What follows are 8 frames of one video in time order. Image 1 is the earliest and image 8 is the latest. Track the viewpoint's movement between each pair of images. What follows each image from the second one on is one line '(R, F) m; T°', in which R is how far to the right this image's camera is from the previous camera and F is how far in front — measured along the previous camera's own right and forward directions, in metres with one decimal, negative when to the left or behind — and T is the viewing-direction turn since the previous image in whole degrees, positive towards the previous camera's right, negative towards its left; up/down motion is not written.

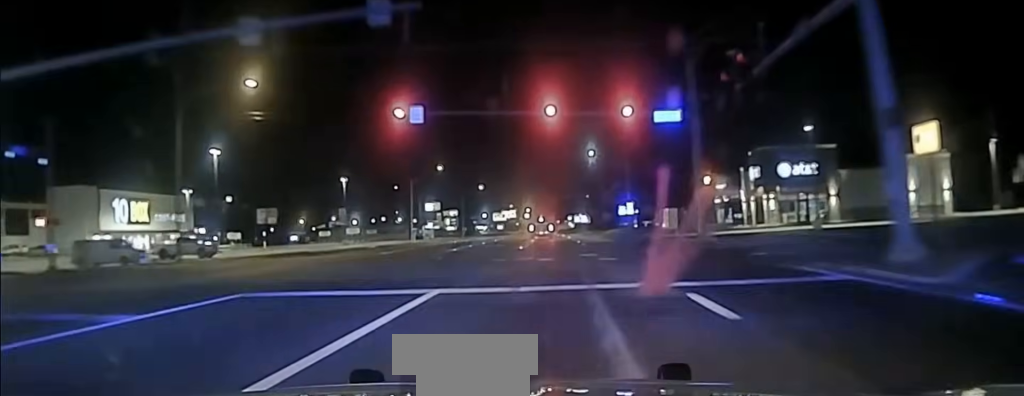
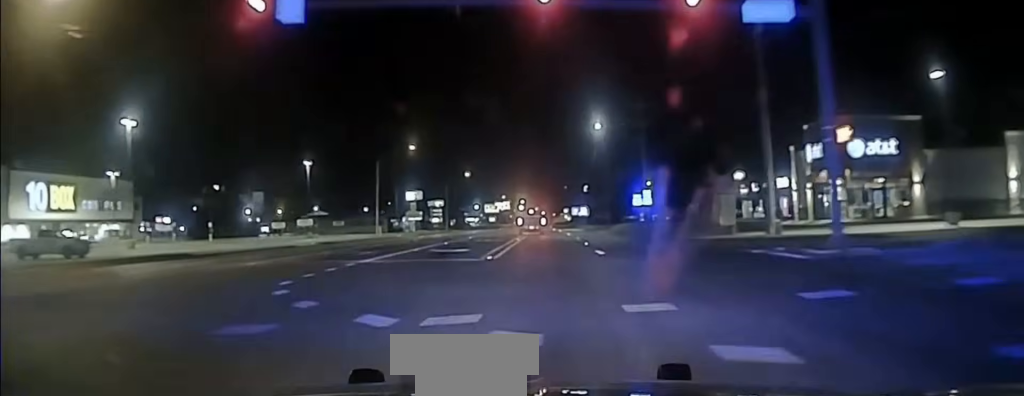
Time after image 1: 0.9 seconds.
(0.0, +23.0) m; 0°
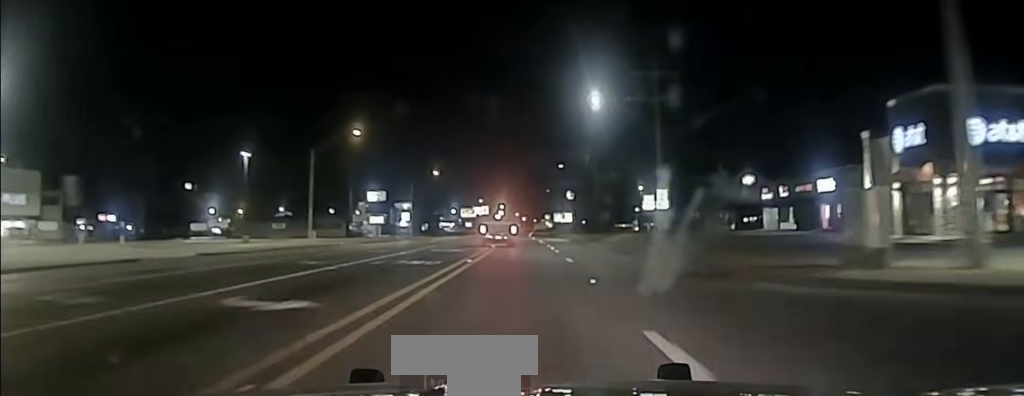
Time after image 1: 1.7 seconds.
(+0.1, +22.3) m; +1°
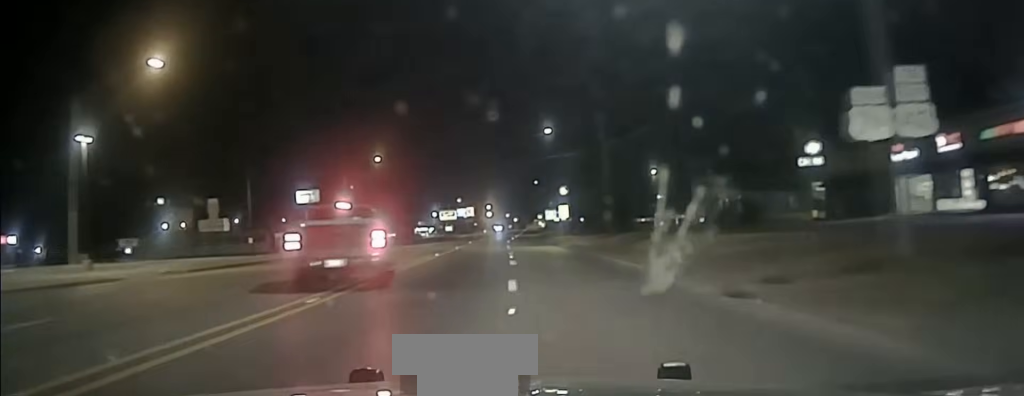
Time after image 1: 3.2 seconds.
(+0.5, +43.9) m; +1°
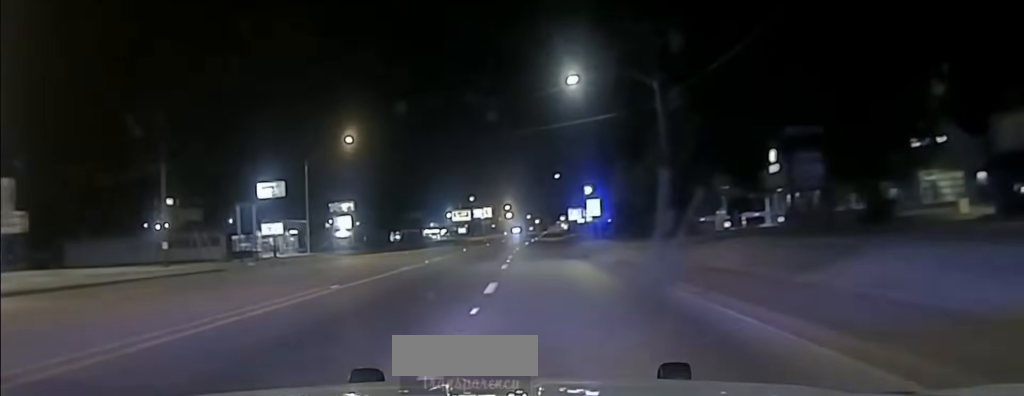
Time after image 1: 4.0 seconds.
(0.0, +24.6) m; -1°
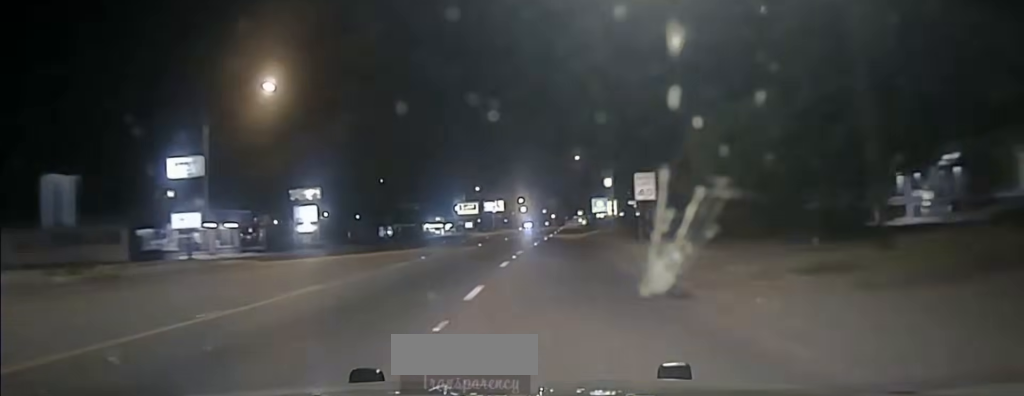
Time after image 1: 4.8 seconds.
(-0.2, +25.8) m; -1°
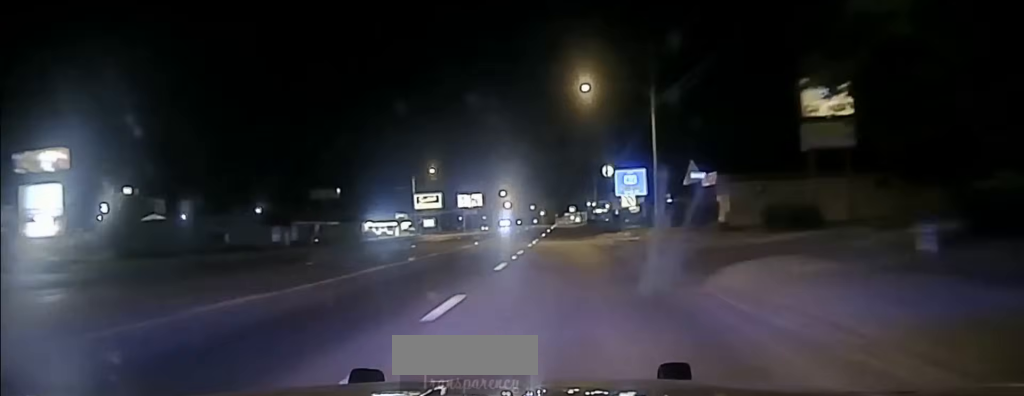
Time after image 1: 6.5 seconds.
(-0.3, +45.2) m; 0°
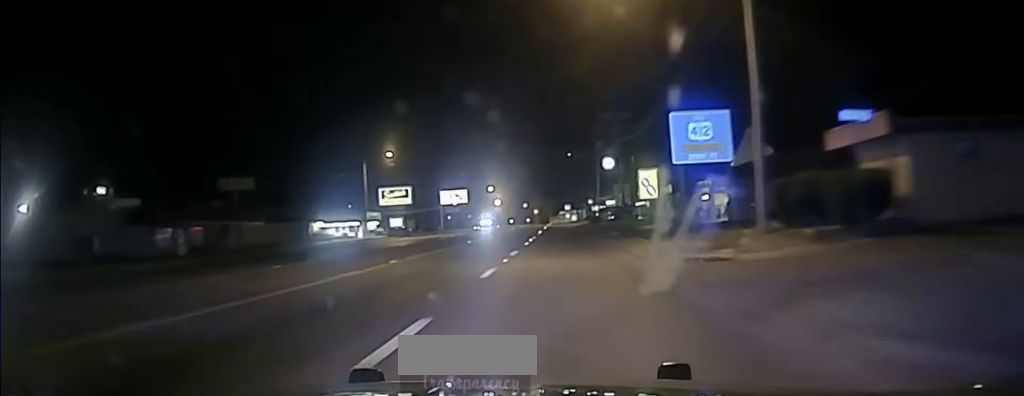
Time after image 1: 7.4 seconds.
(0.0, +26.4) m; 0°
